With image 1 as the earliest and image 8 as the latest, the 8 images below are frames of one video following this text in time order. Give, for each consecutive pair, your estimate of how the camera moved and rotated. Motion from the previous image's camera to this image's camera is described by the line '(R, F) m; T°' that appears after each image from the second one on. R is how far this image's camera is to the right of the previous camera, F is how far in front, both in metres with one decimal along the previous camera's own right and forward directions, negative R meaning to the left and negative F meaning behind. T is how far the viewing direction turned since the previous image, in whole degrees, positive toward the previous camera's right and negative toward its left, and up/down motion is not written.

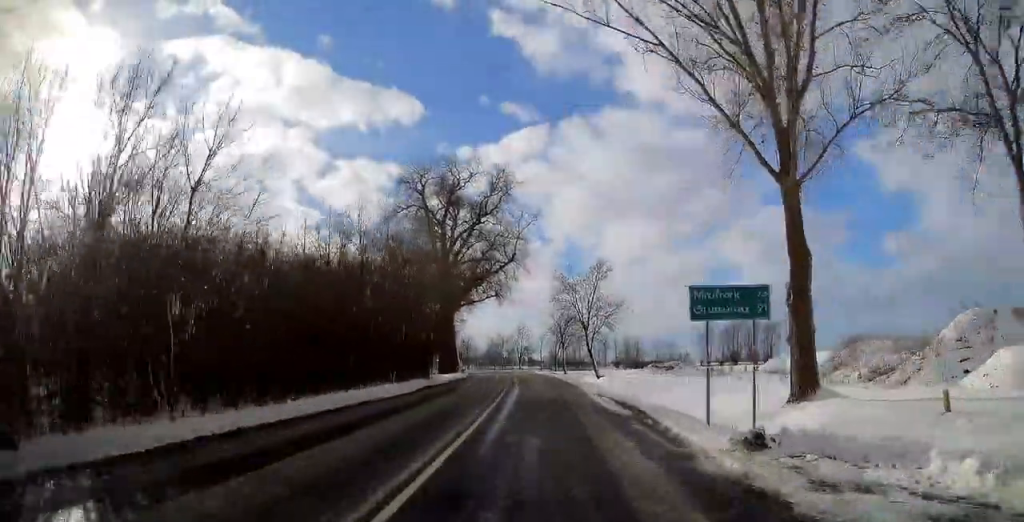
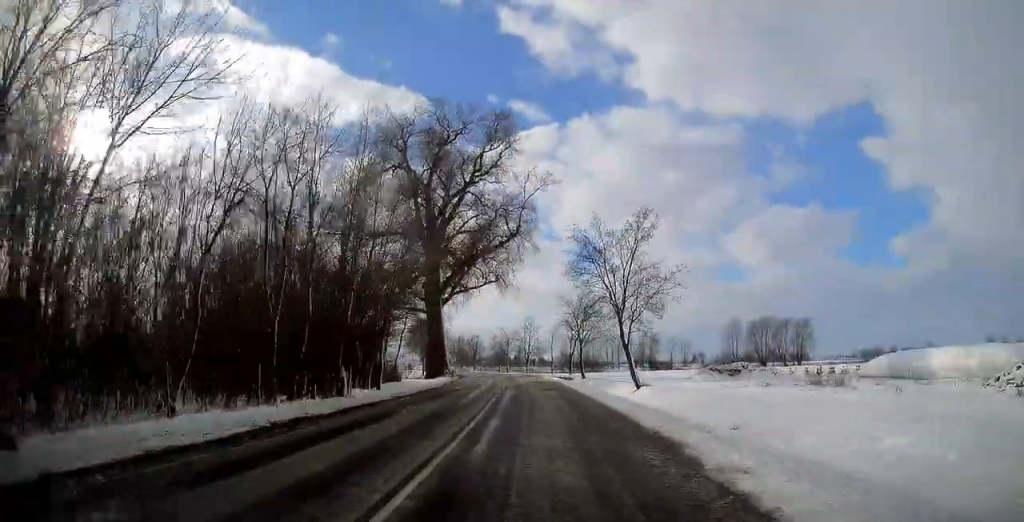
(0.0, +18.9) m; 0°
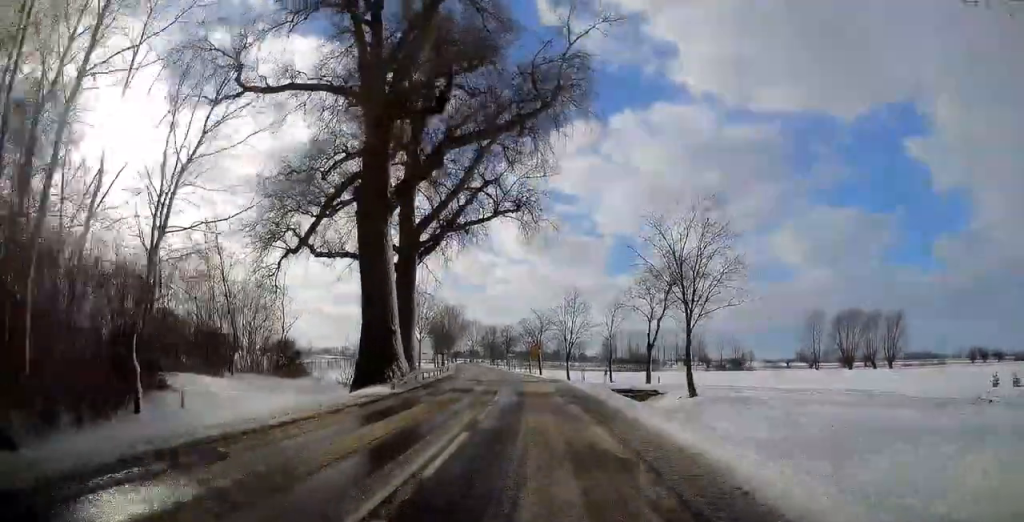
(-0.8, +36.2) m; -4°
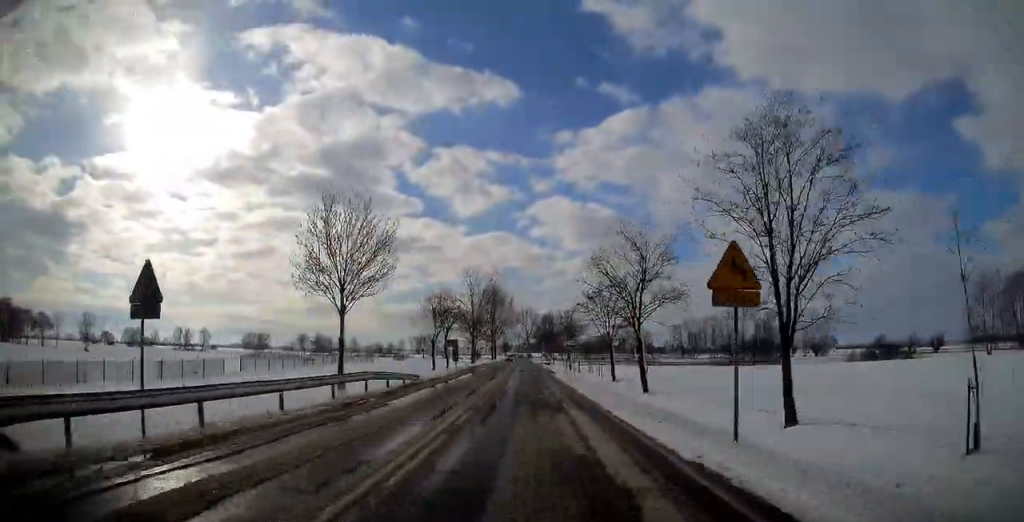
(-3.0, +51.8) m; -6°
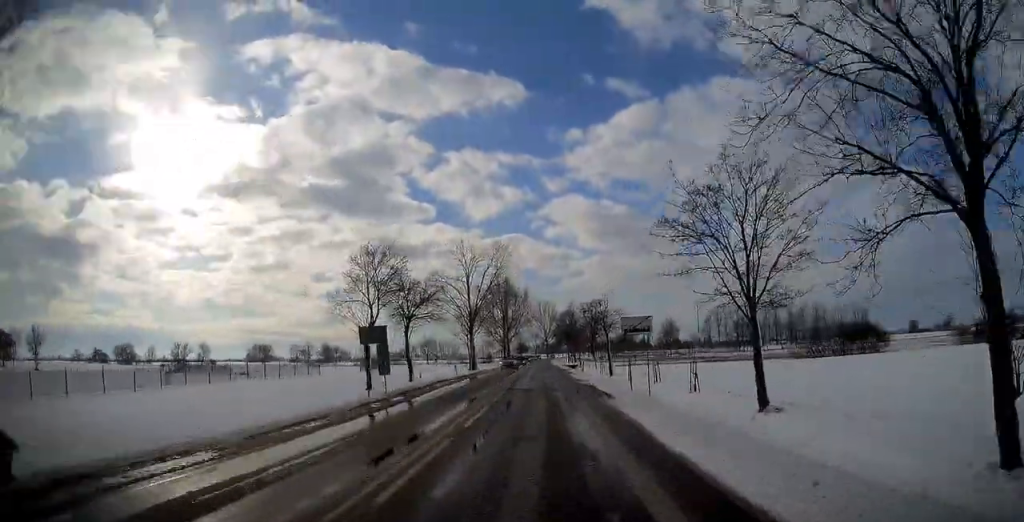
(-0.8, +29.2) m; -2°
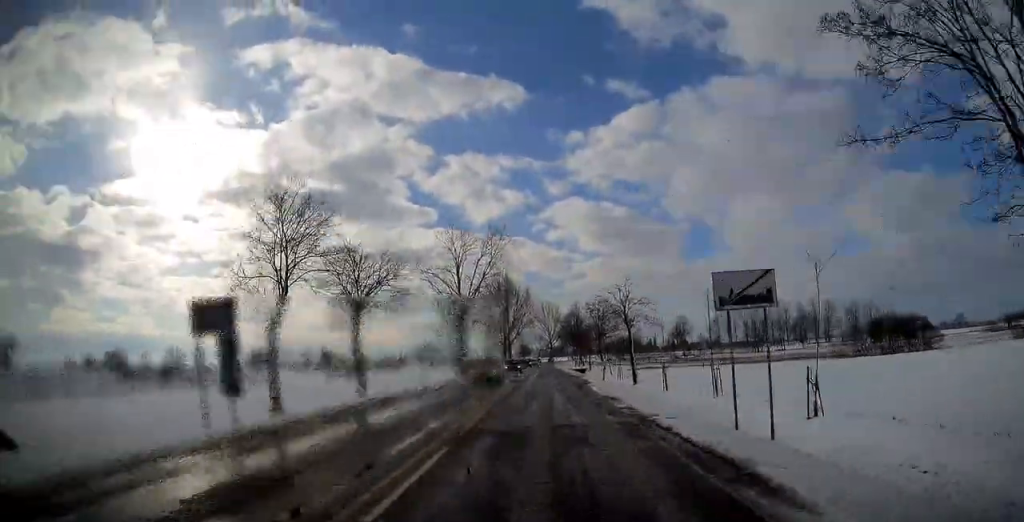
(-0.1, +12.5) m; 0°
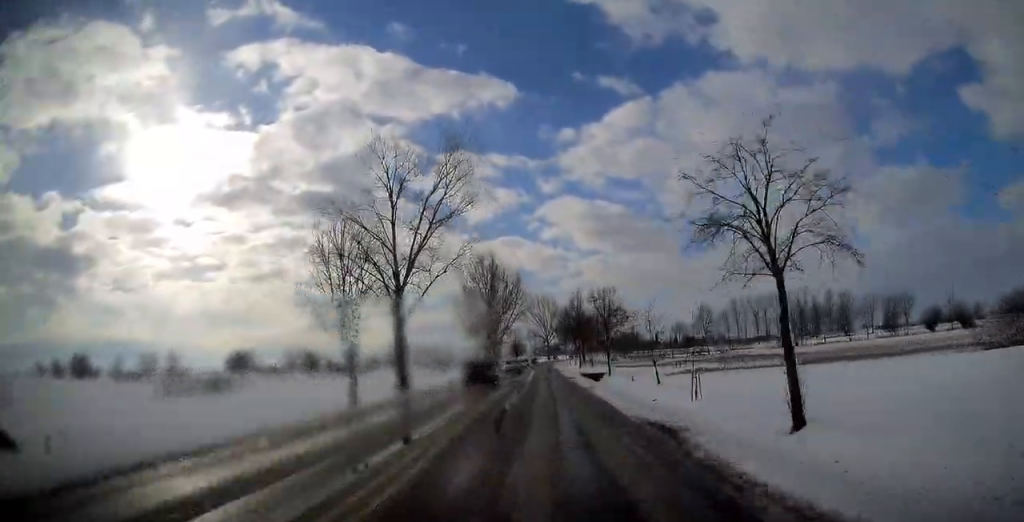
(-0.1, +29.2) m; 0°
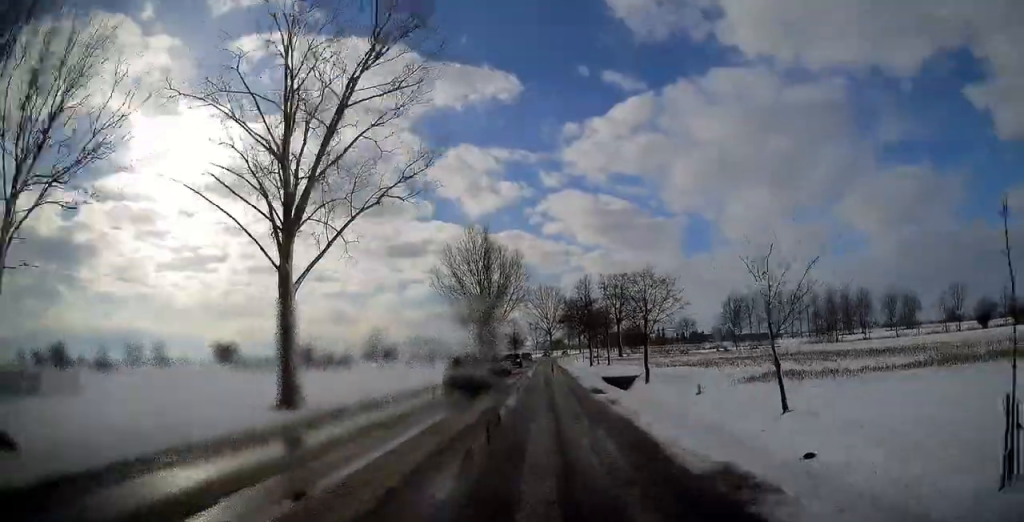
(+0.1, +19.3) m; 0°
